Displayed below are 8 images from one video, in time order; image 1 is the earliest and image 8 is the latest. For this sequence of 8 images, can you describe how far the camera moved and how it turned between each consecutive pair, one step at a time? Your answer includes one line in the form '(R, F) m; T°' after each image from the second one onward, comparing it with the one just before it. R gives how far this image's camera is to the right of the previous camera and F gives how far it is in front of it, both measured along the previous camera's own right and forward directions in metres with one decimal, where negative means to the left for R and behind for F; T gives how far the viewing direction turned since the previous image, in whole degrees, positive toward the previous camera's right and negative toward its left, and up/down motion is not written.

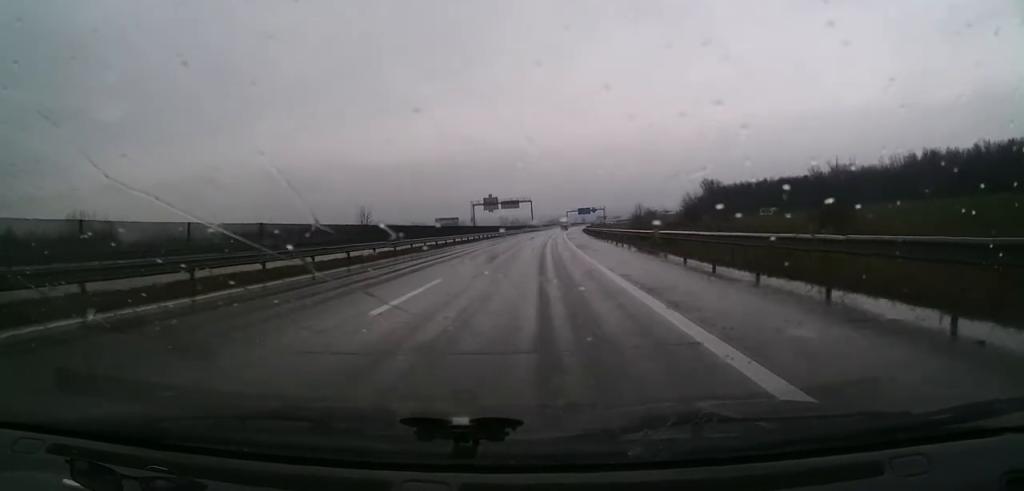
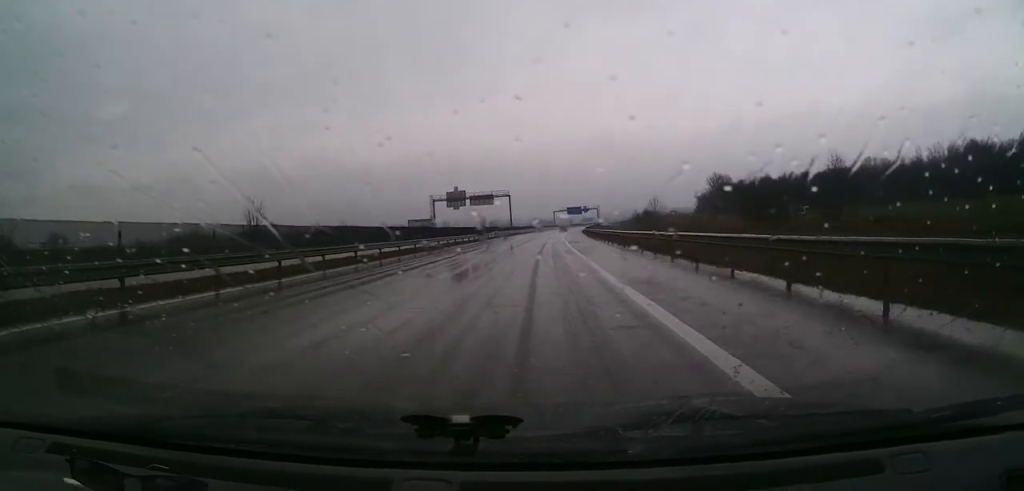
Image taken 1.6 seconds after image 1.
(+0.7, +46.7) m; +1°
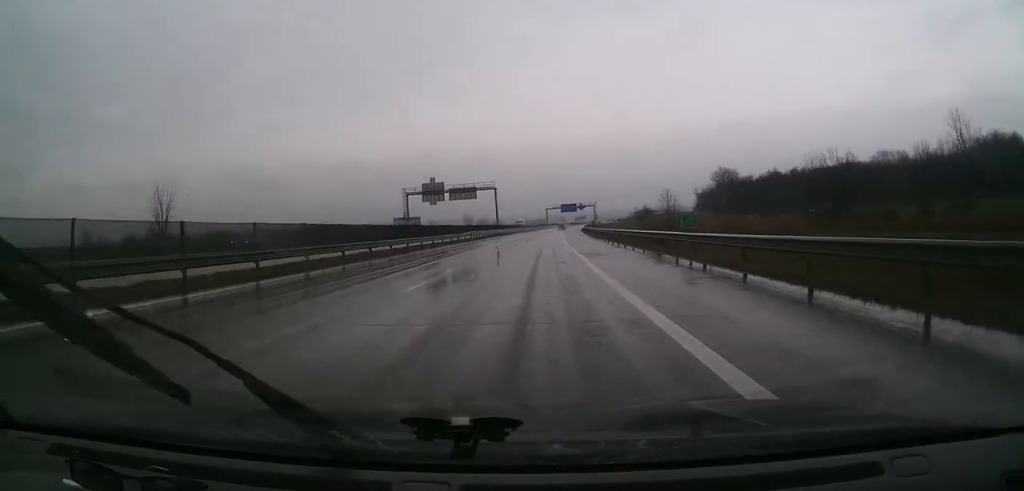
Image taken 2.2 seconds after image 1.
(-0.1, +20.6) m; 0°
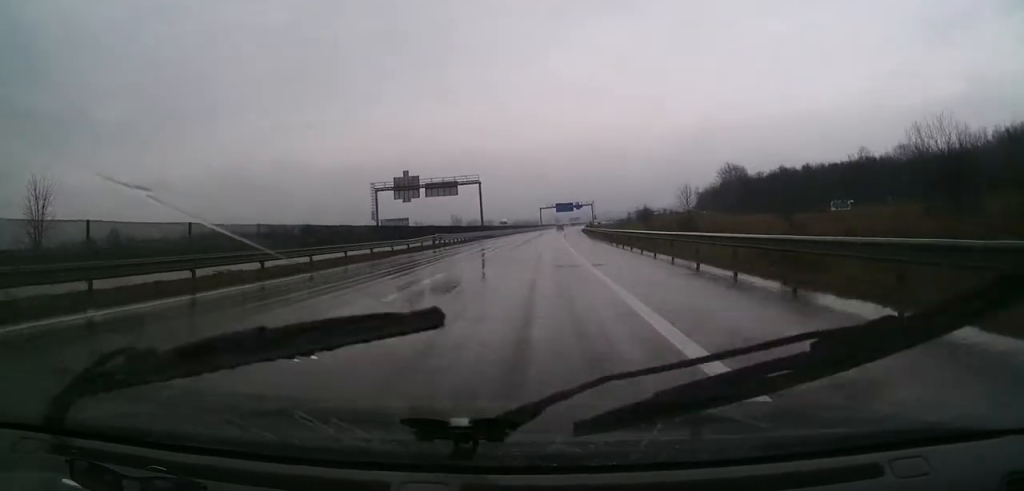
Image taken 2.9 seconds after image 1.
(+0.2, +19.6) m; +1°
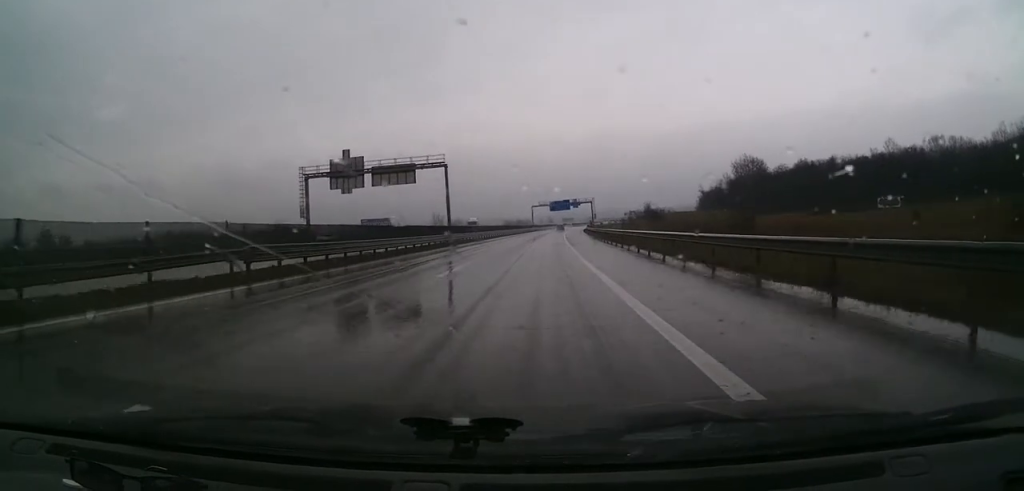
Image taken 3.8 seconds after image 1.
(+0.3, +29.4) m; +1°
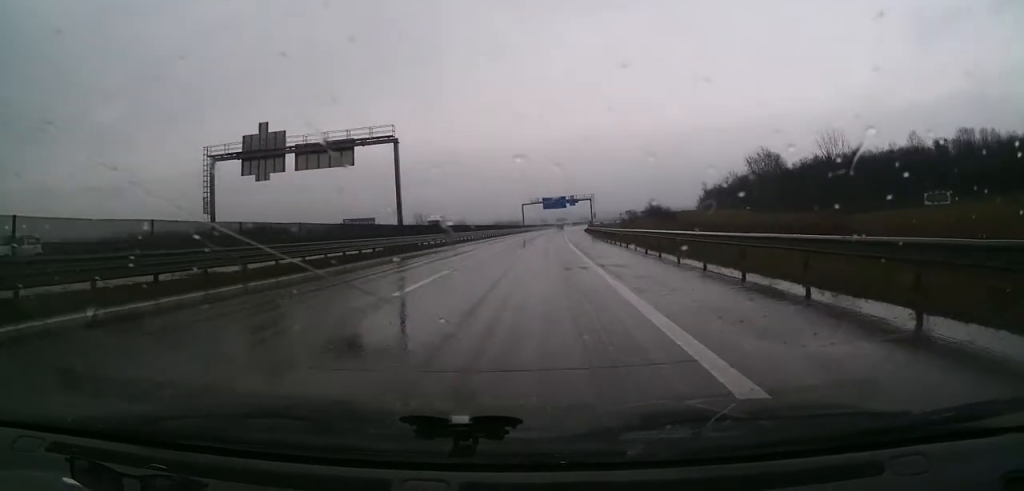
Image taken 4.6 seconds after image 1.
(+0.1, +23.4) m; 0°
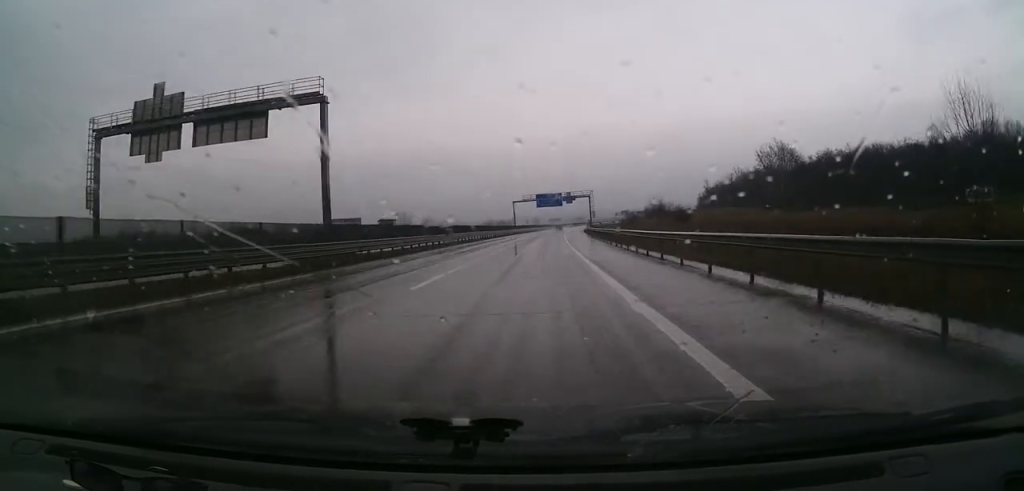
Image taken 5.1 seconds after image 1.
(-0.1, +16.0) m; 0°
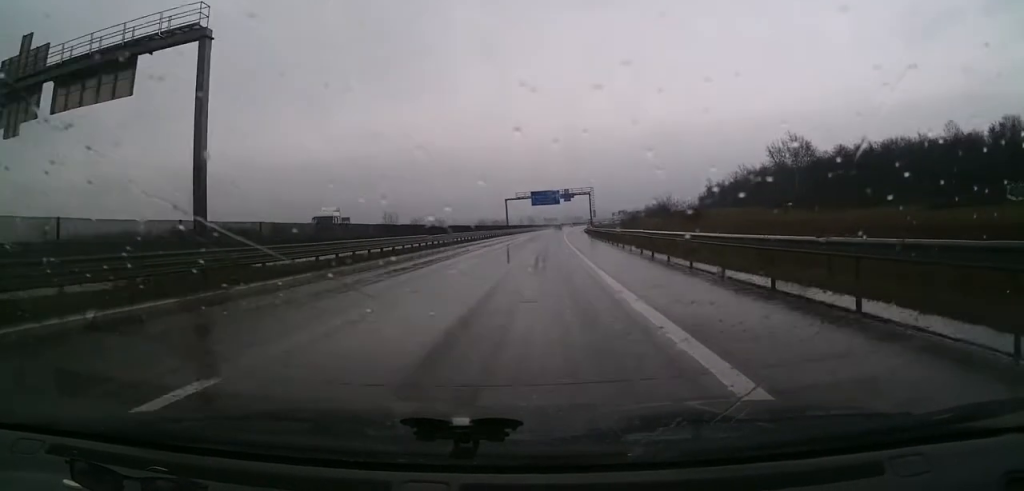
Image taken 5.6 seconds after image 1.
(+0.1, +13.6) m; 0°
